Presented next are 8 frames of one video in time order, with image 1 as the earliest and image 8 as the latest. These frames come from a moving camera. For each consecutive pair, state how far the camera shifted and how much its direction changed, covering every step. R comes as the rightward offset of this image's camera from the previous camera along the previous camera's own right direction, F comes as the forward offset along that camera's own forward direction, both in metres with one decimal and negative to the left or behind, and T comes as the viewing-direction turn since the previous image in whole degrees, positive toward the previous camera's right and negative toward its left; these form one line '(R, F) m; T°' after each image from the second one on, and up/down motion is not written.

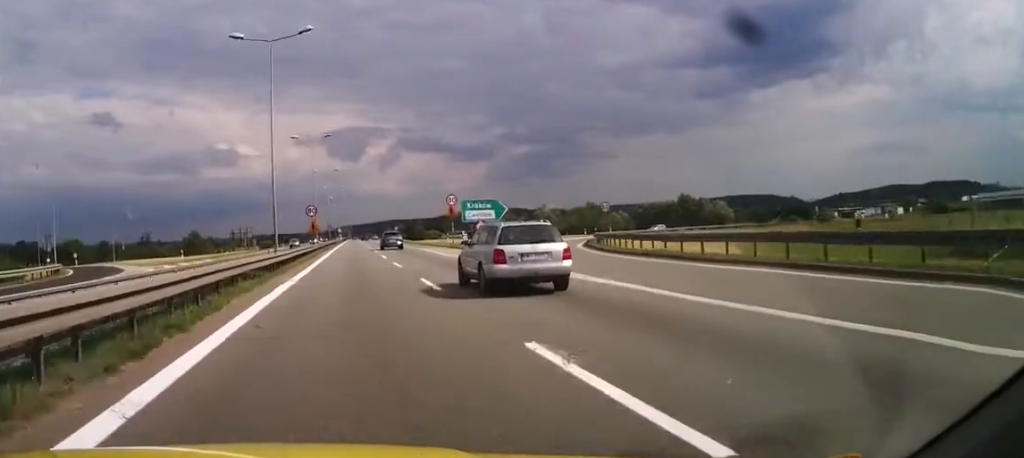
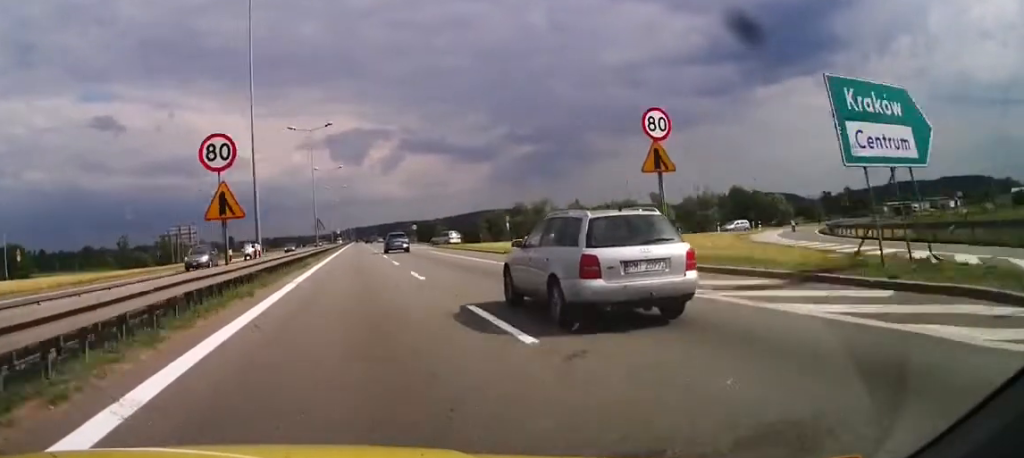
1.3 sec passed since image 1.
(+0.1, +41.9) m; 0°
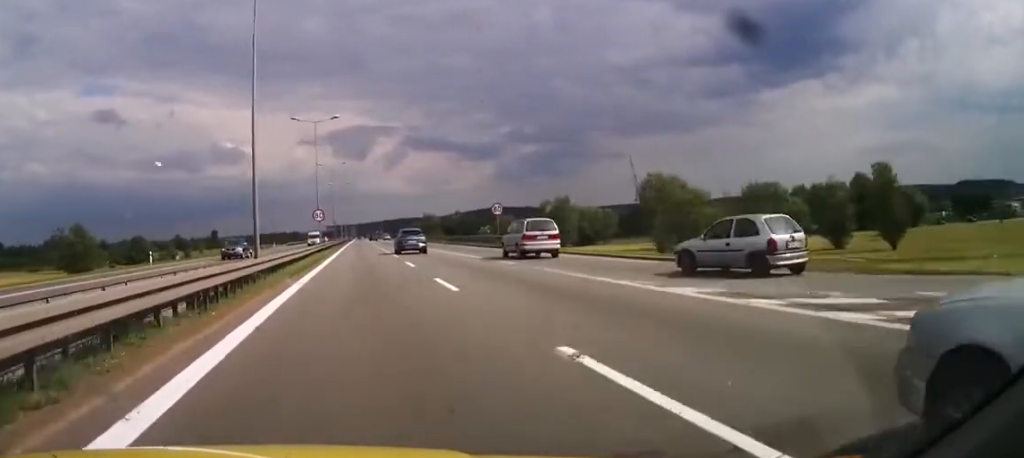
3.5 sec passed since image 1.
(-0.2, +69.8) m; 0°
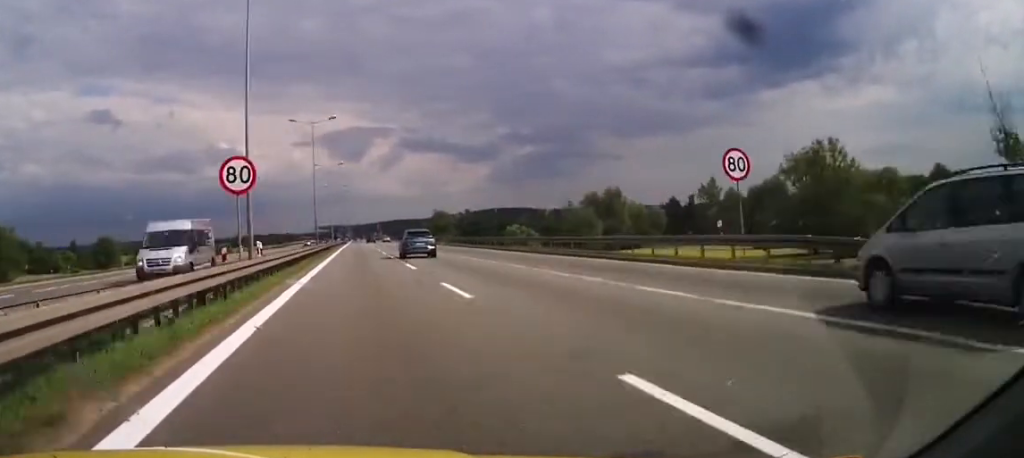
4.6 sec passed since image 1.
(0.0, +34.1) m; 0°
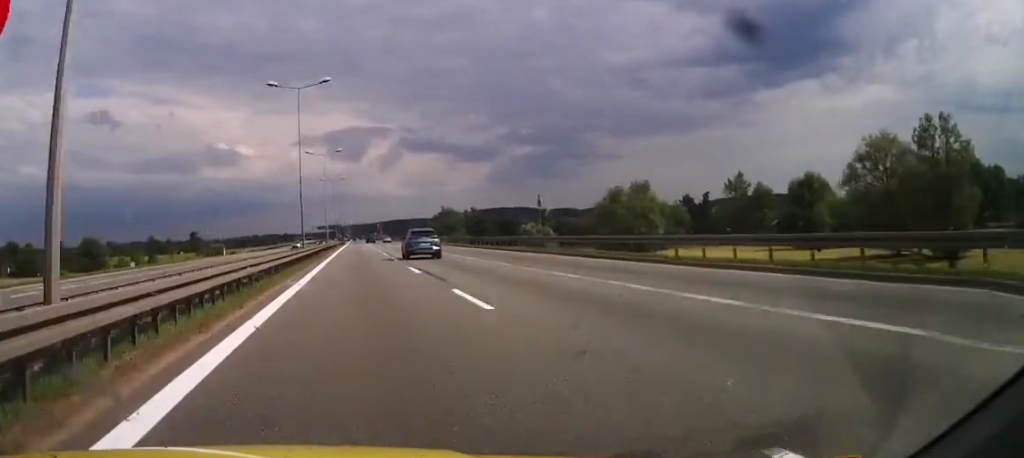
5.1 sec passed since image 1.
(0.0, +12.9) m; 0°
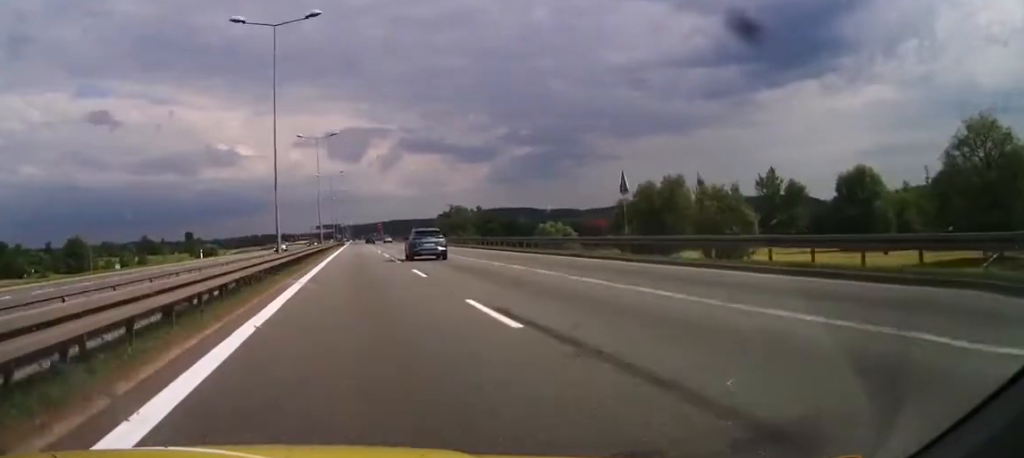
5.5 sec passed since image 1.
(0.0, +12.8) m; 0°
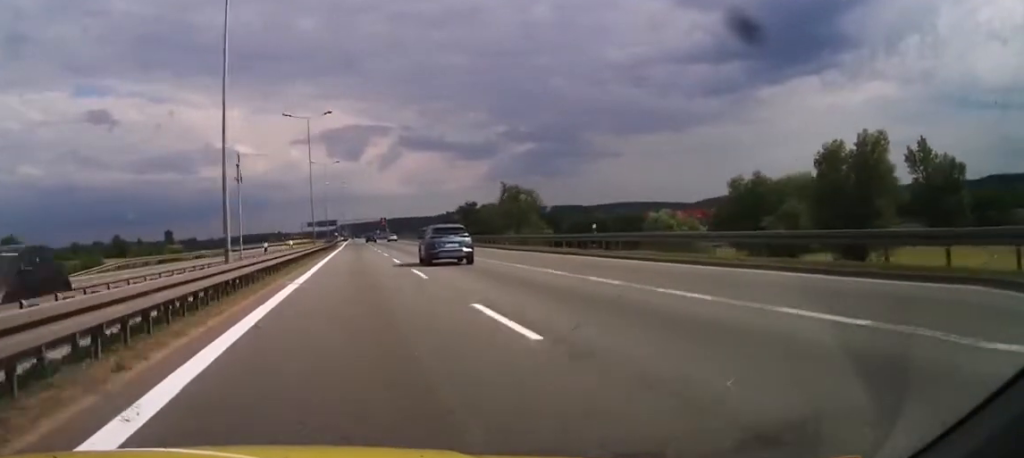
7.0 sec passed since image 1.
(+0.1, +44.4) m; +1°
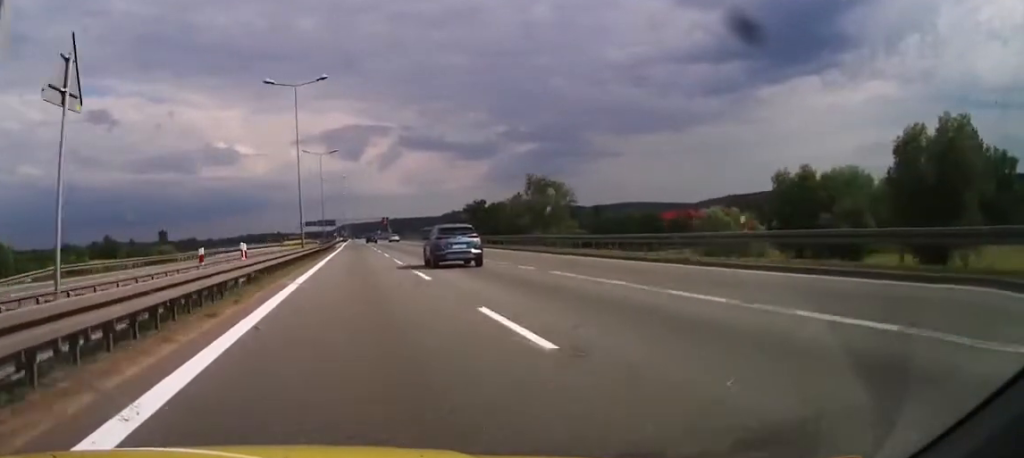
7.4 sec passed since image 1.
(-0.1, +11.5) m; 0°
